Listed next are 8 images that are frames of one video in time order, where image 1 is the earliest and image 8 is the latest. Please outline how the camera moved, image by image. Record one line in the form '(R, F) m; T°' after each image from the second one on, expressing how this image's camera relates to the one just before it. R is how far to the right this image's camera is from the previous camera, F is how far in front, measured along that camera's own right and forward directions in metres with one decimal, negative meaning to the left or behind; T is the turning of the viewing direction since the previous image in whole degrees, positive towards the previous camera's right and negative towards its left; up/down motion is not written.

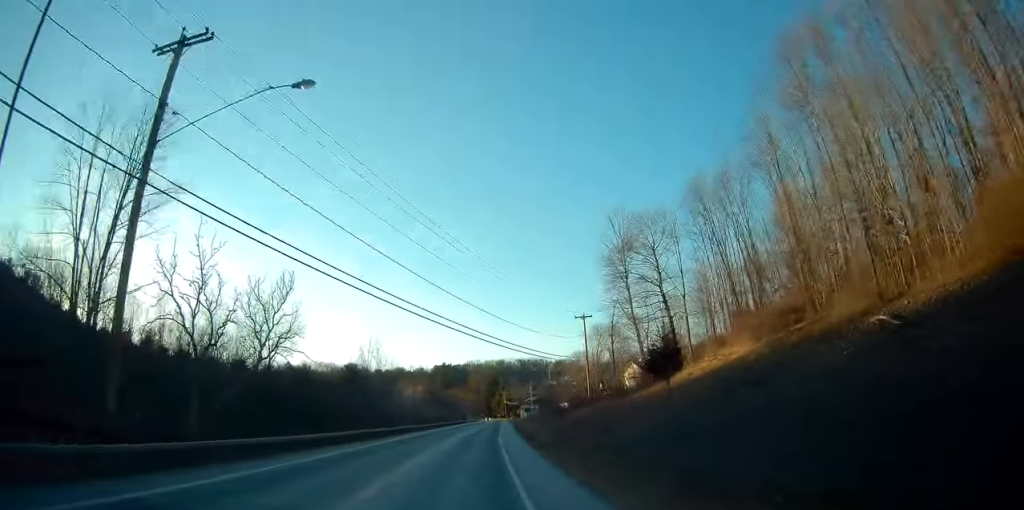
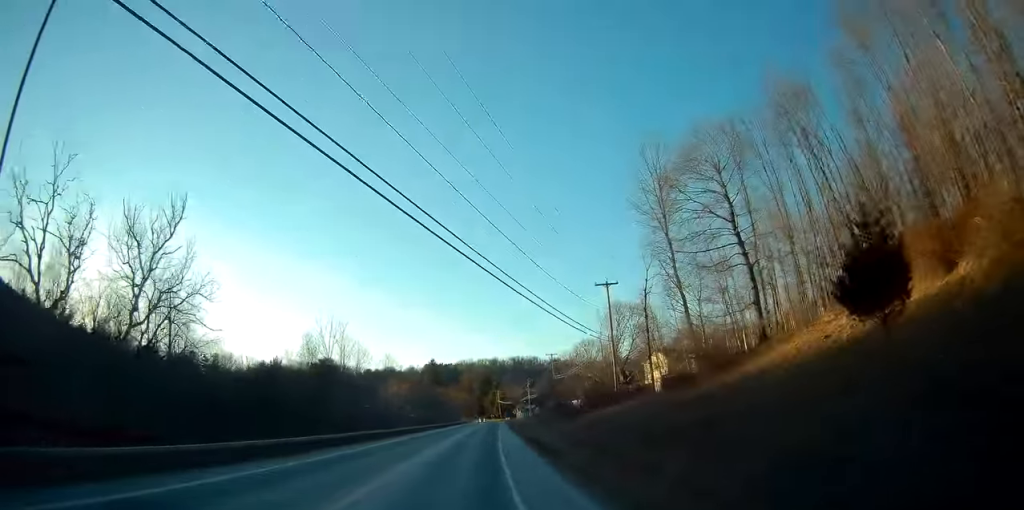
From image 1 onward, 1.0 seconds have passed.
(0.0, +20.0) m; 0°
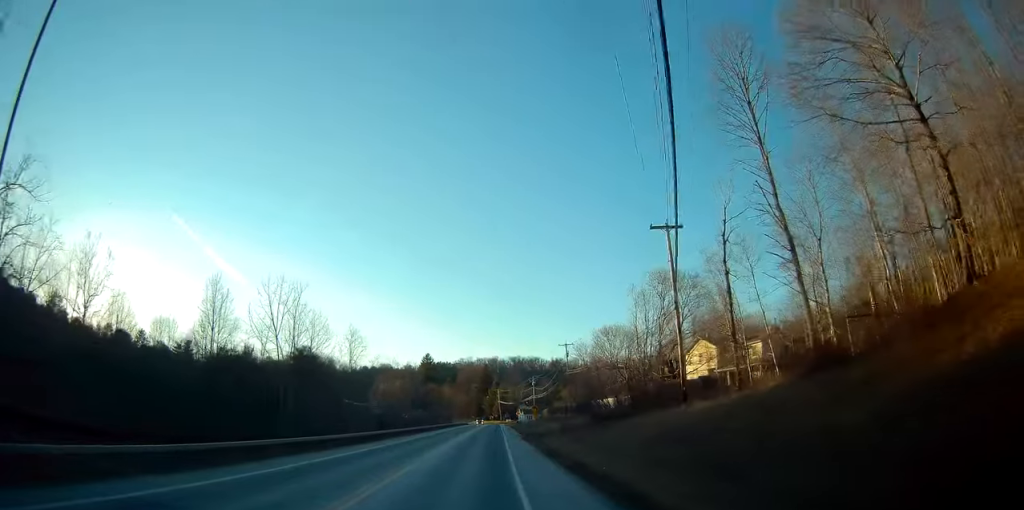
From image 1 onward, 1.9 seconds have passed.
(+0.1, +20.0) m; +1°
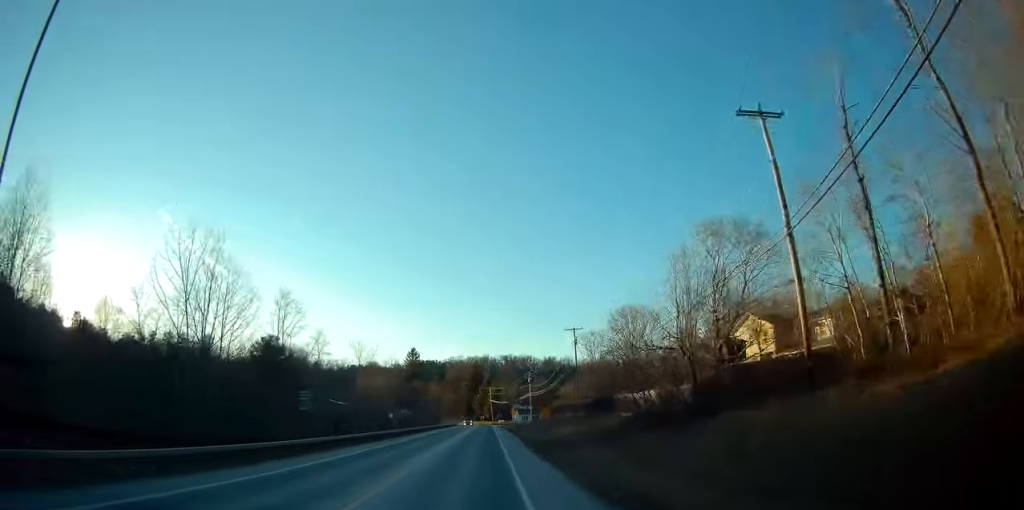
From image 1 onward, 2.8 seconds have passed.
(+0.1, +17.1) m; +1°
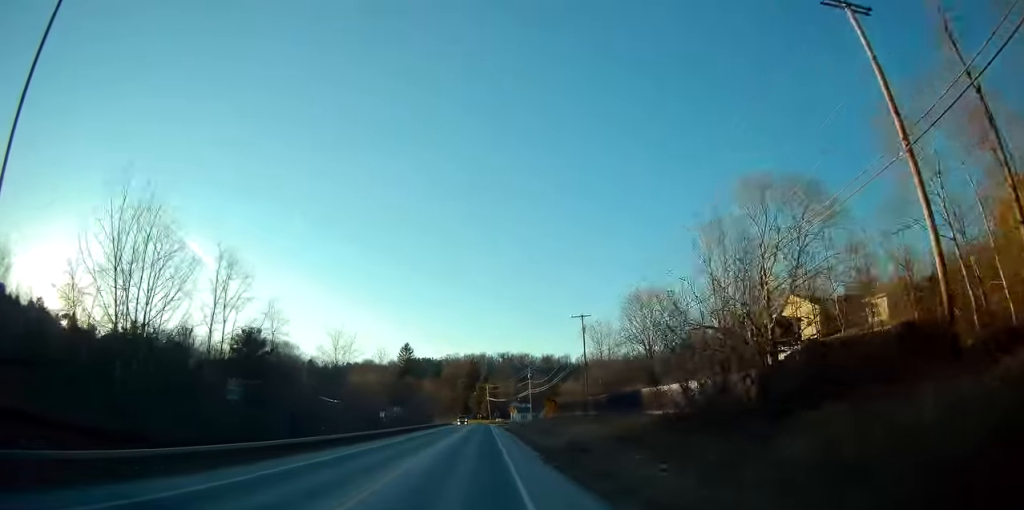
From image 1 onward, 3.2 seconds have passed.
(+0.1, +8.9) m; 0°
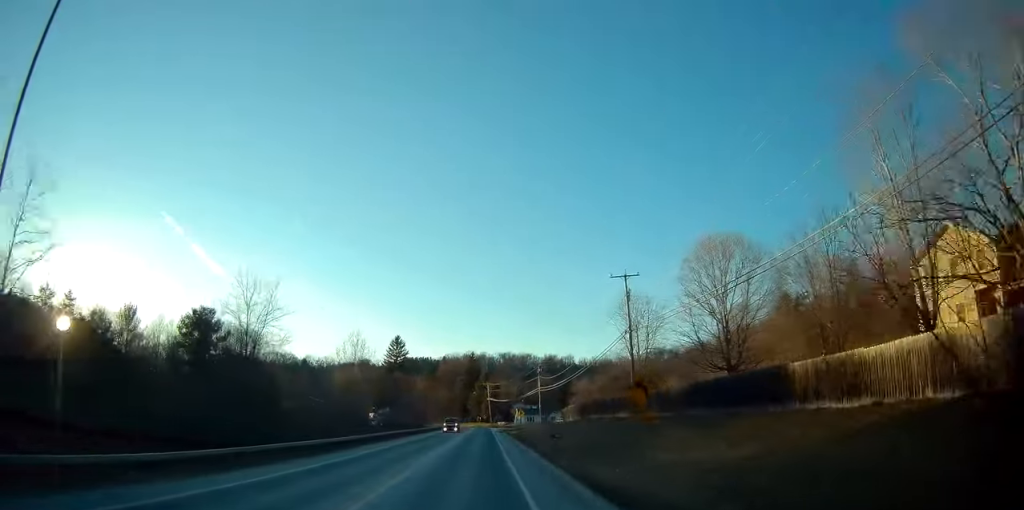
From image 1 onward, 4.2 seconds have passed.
(+0.1, +21.1) m; 0°
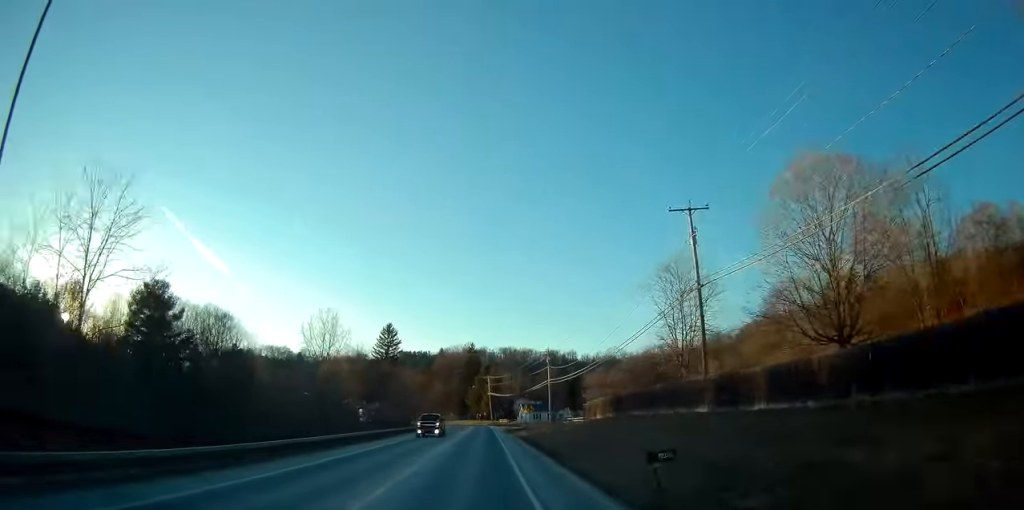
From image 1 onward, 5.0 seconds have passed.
(-0.1, +15.7) m; 0°
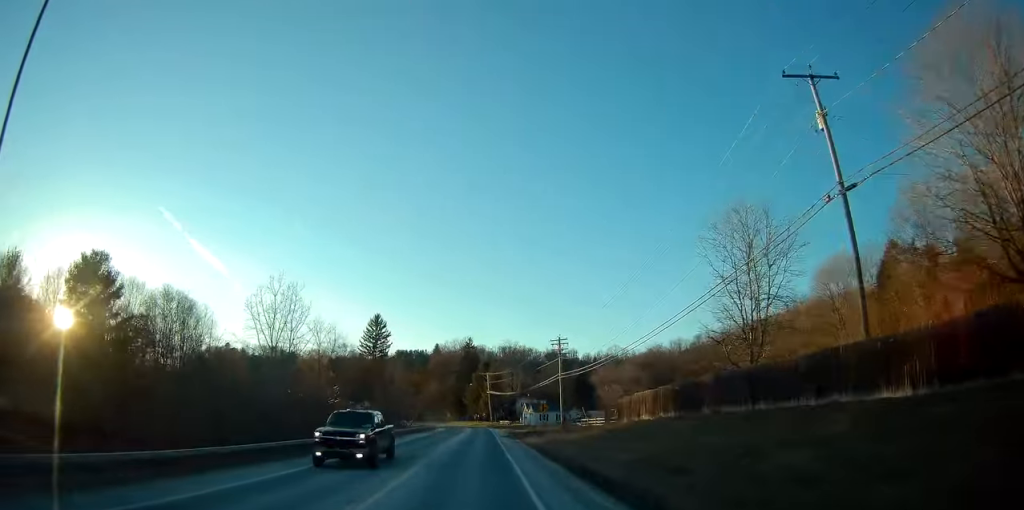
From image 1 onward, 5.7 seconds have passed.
(+0.1, +15.0) m; 0°
